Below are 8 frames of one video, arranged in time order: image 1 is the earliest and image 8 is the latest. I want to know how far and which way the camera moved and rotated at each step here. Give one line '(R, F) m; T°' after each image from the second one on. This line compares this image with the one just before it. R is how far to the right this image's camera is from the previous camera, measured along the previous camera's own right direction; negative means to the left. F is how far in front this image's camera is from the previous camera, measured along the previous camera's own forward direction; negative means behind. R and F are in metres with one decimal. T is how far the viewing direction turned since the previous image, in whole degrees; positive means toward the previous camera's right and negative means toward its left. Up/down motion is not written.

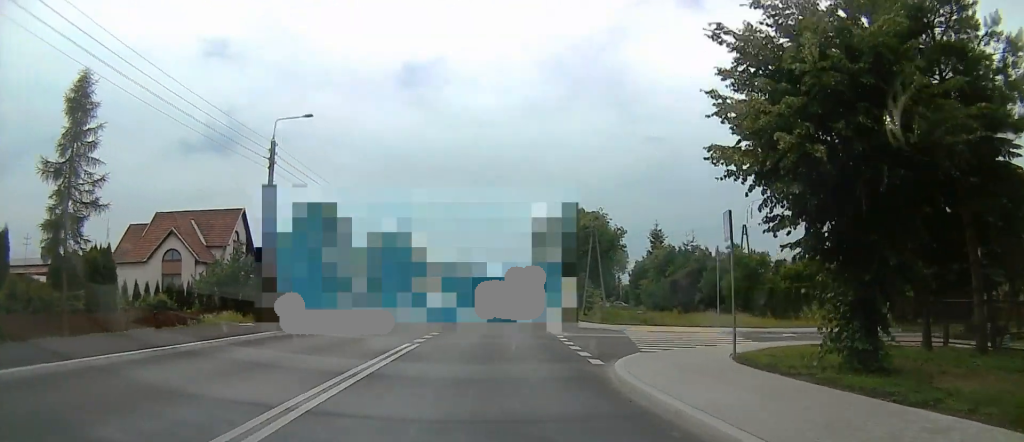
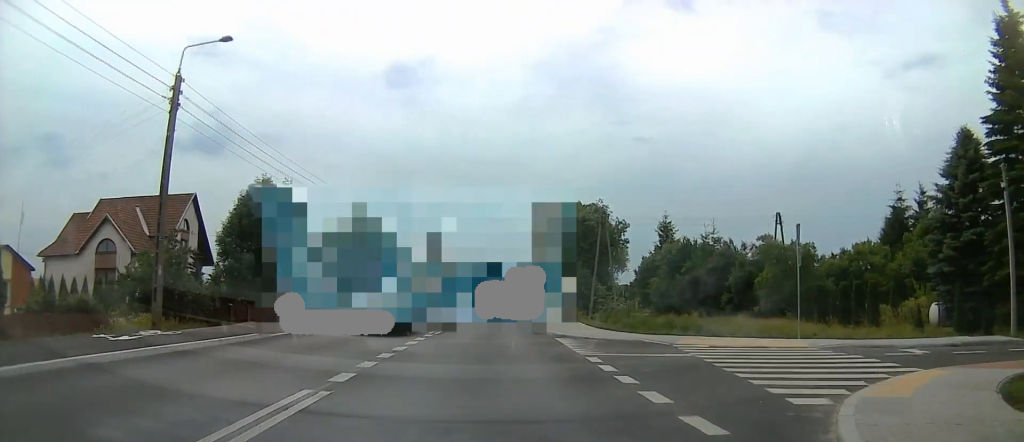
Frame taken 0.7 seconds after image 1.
(0.0, +9.2) m; 0°
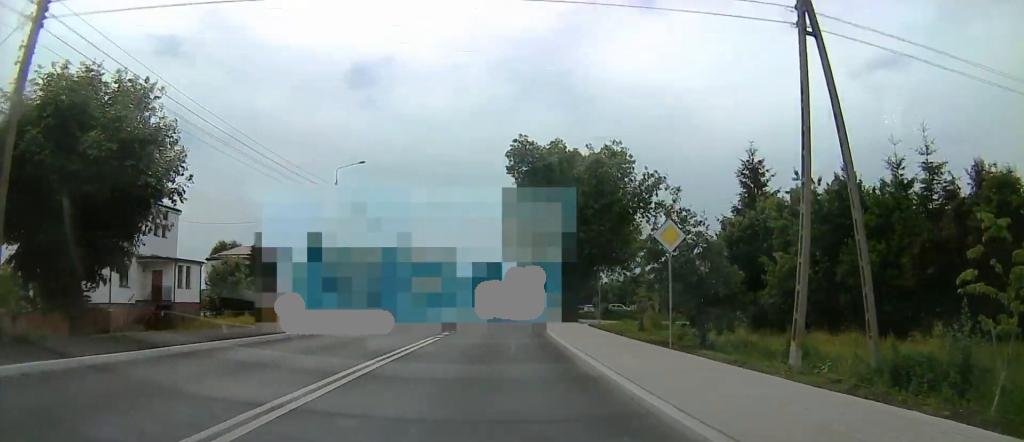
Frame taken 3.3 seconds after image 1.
(0.0, +33.0) m; 0°
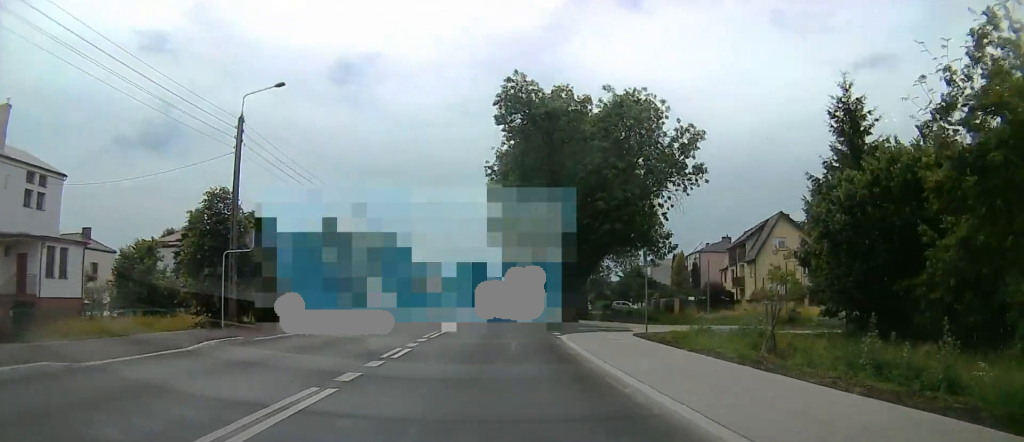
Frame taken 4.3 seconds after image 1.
(0.0, +13.4) m; 0°
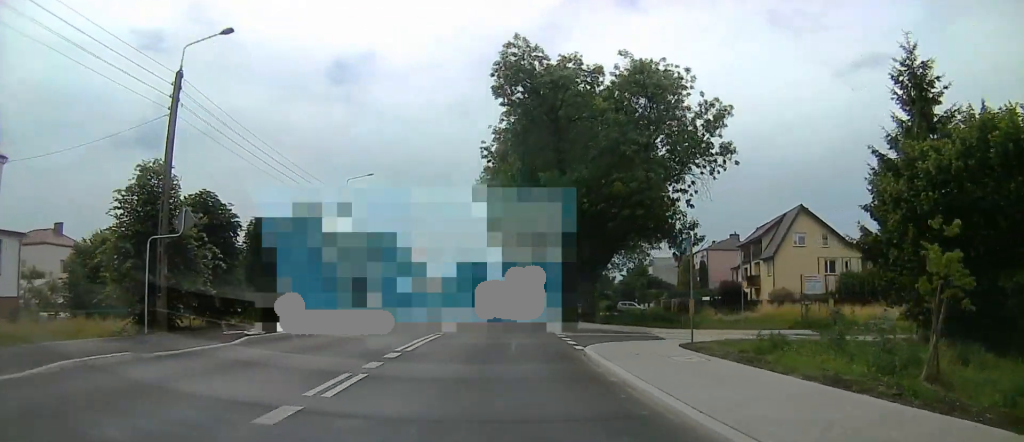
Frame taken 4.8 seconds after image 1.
(0.0, +5.5) m; 0°
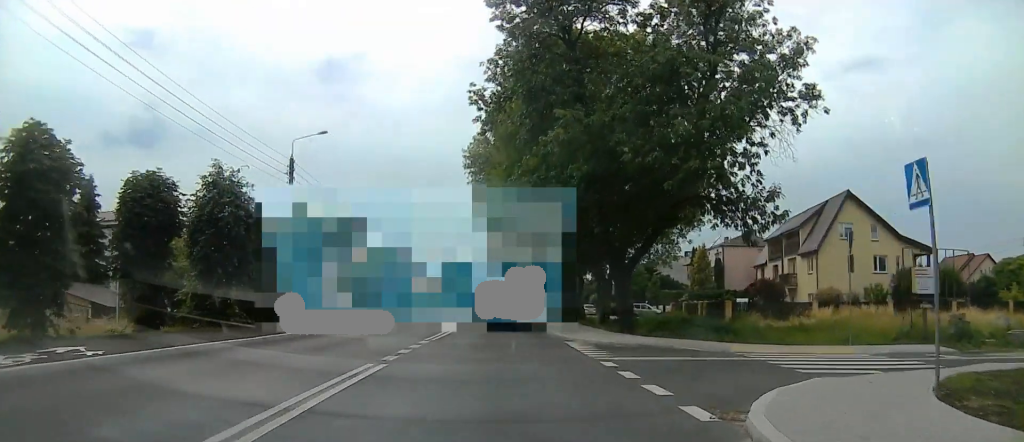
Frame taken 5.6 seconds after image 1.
(0.0, +10.5) m; +1°
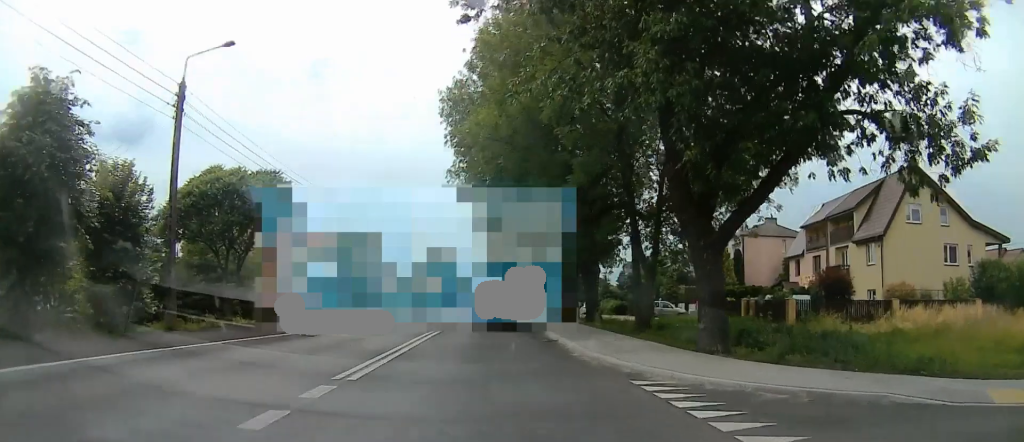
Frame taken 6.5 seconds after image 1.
(+0.2, +11.3) m; +3°
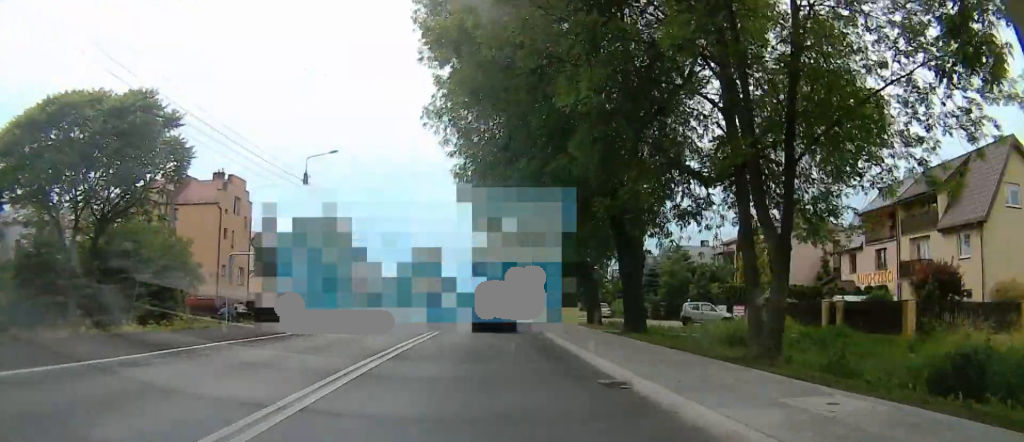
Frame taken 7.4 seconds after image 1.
(+0.5, +10.7) m; +3°
